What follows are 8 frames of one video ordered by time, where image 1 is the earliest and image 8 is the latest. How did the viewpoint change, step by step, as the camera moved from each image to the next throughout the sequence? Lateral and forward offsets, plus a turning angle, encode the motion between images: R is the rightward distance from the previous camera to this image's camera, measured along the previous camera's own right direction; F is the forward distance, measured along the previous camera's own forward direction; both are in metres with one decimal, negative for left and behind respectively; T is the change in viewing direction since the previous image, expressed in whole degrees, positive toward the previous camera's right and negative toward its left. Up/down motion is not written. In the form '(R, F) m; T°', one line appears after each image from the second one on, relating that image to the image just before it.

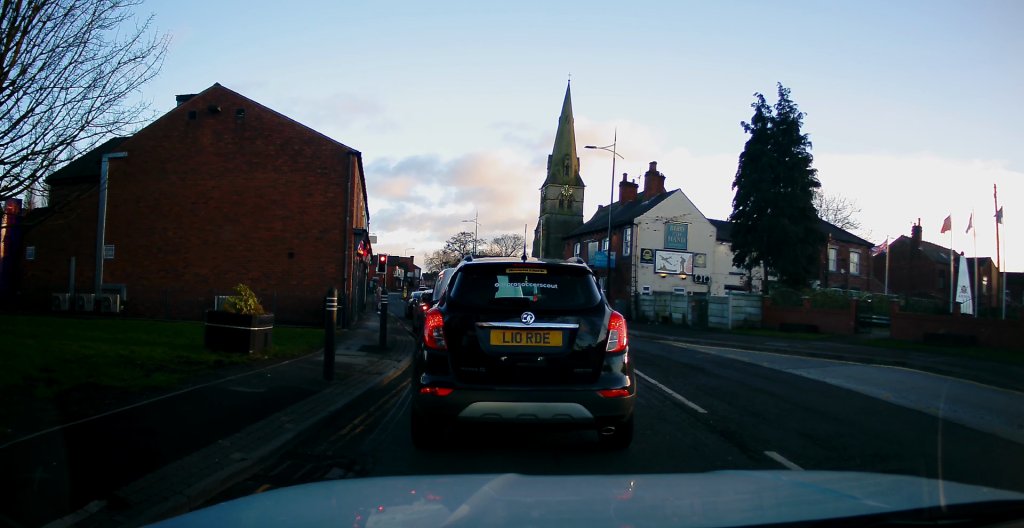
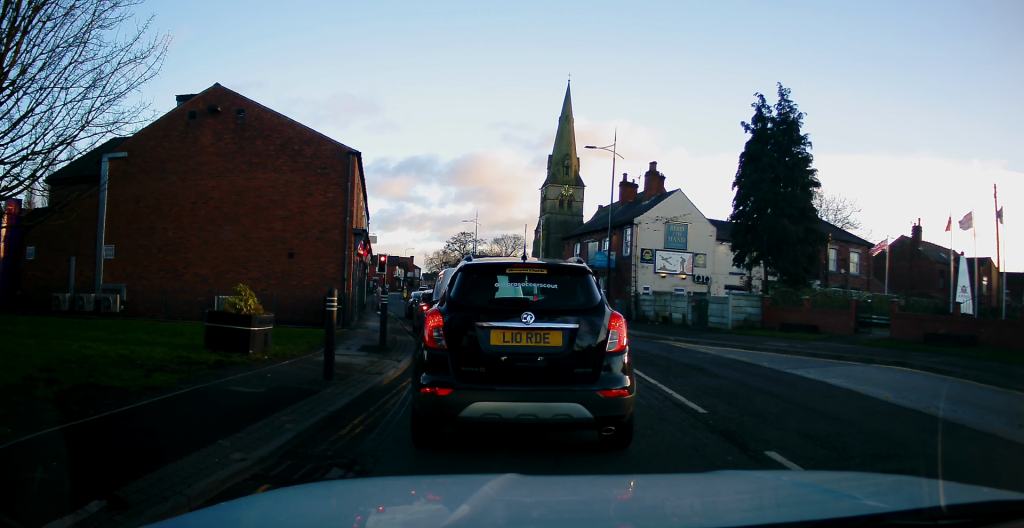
(0.0, 0.0) m; 0°
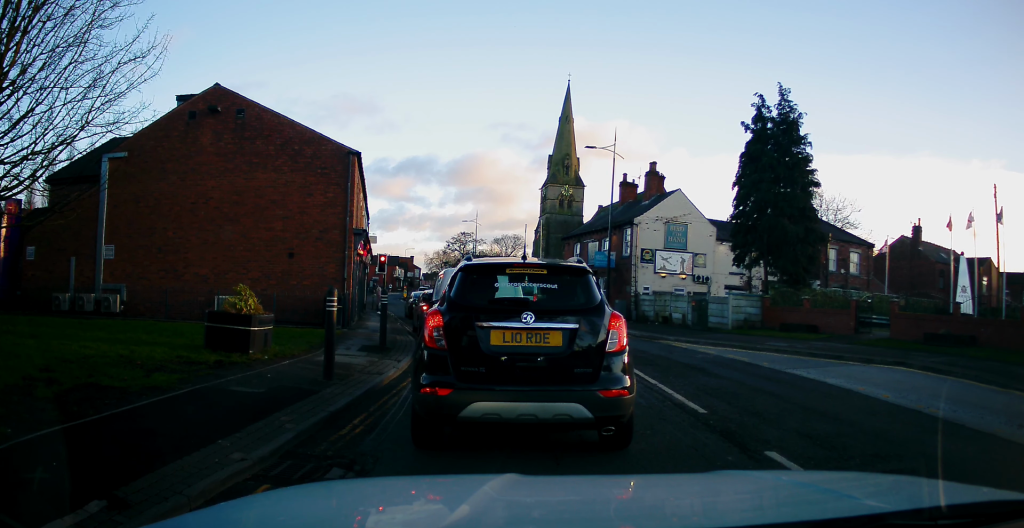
(0.0, 0.0) m; 0°
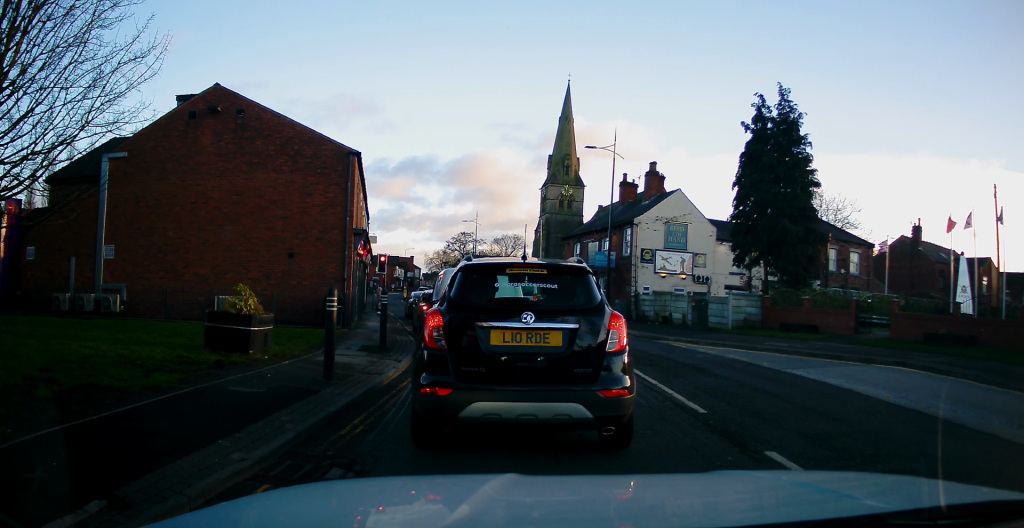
(0.0, 0.0) m; 0°
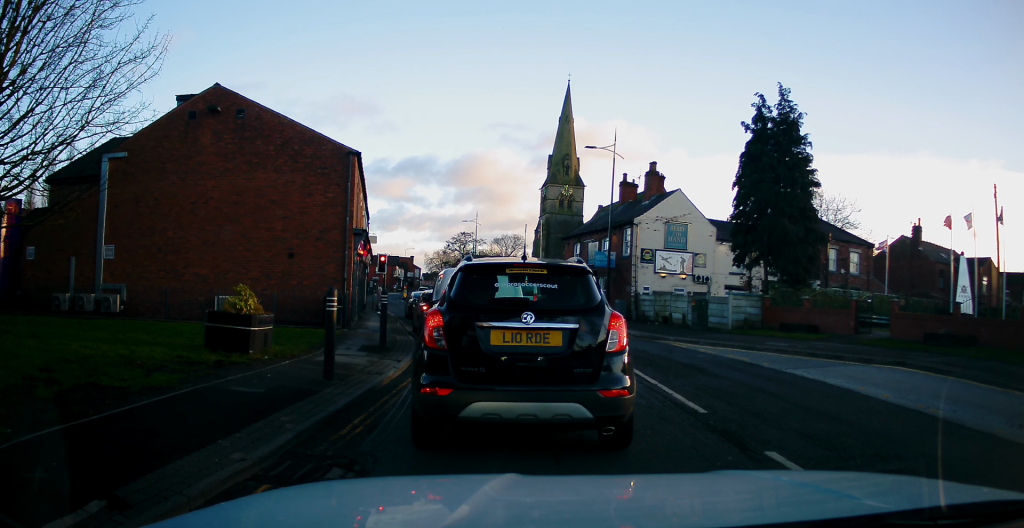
(0.0, 0.0) m; 0°
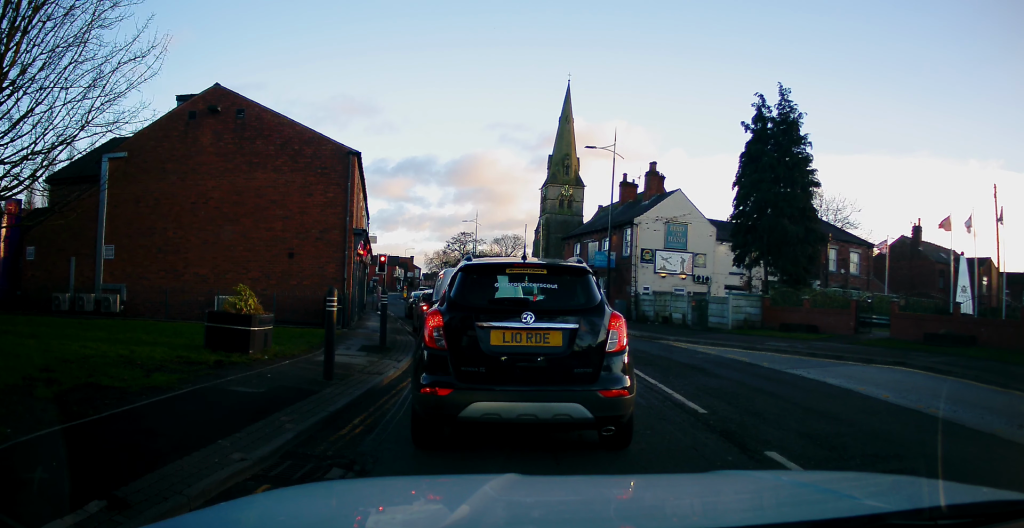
(0.0, 0.0) m; 0°
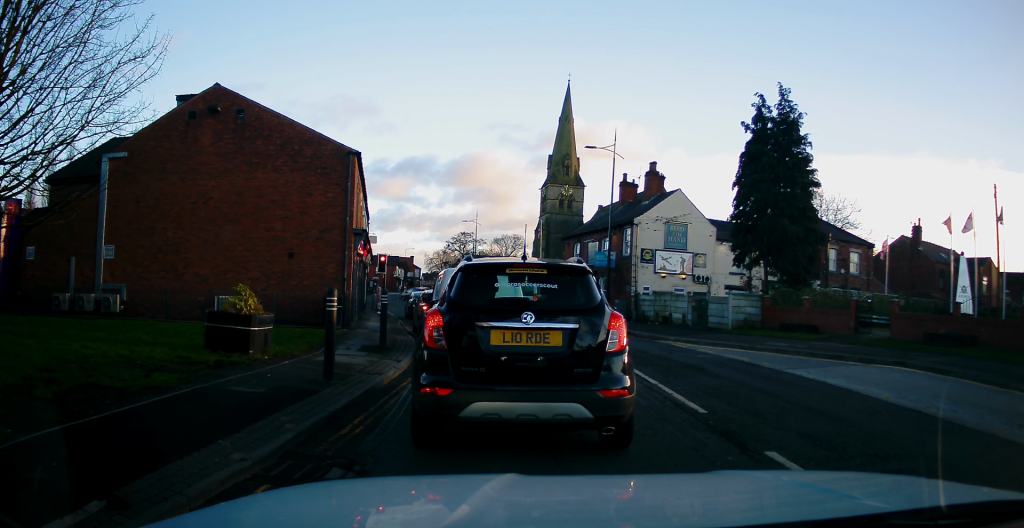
(0.0, 0.0) m; 0°
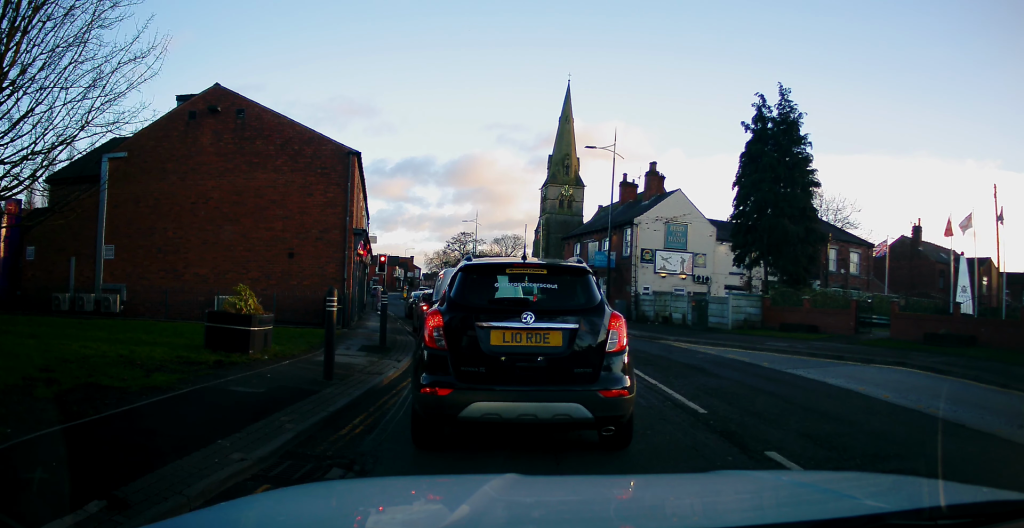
(0.0, 0.0) m; 0°
